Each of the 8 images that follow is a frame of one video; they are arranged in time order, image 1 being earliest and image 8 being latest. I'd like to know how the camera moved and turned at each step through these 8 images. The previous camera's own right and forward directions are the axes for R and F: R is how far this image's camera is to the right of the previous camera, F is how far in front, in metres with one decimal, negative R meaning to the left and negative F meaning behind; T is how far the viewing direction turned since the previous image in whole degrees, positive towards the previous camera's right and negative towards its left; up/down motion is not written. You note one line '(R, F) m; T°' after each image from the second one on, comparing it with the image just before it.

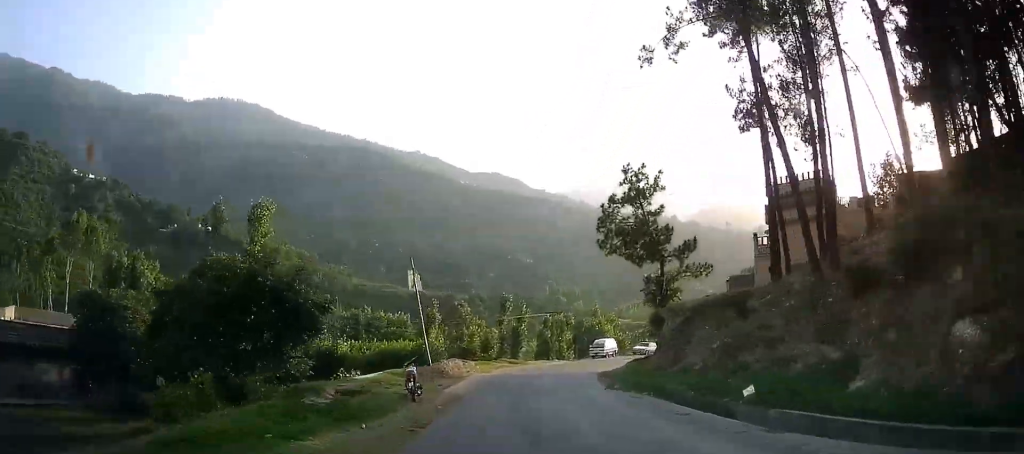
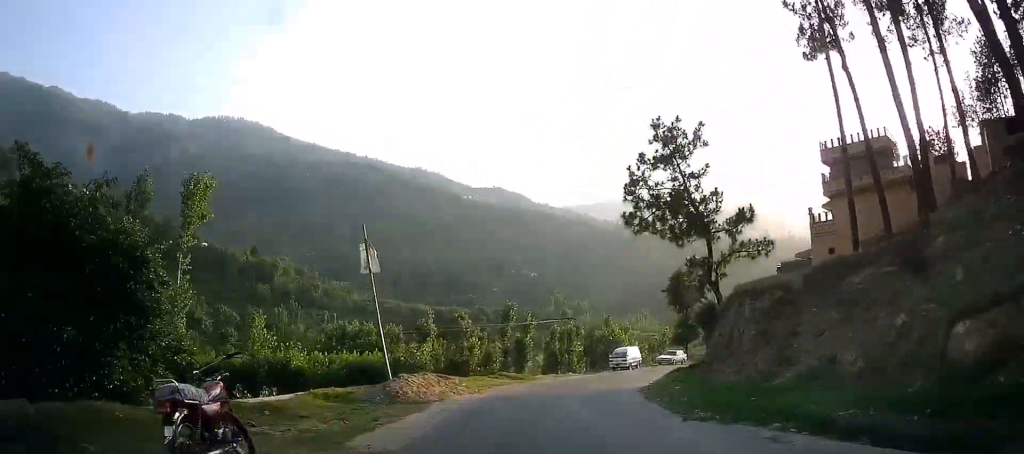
(-0.1, +9.9) m; +1°
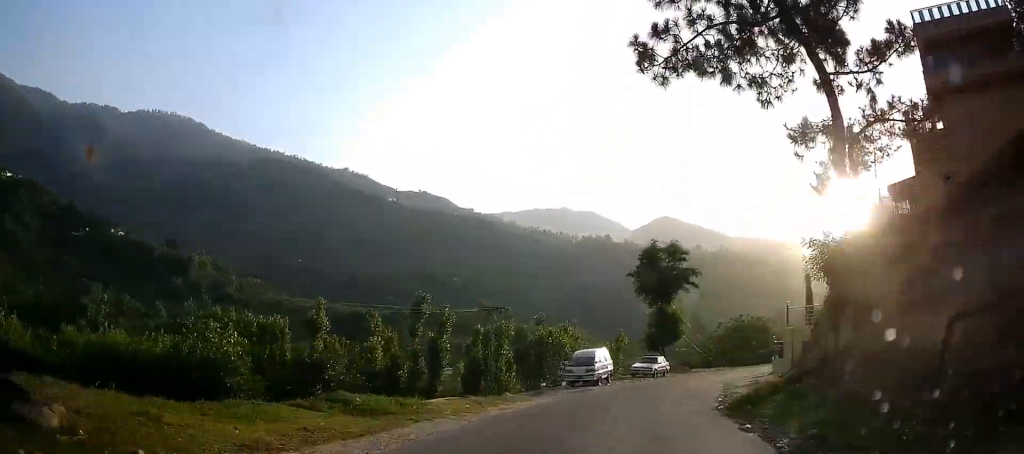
(+0.3, +18.9) m; +1°
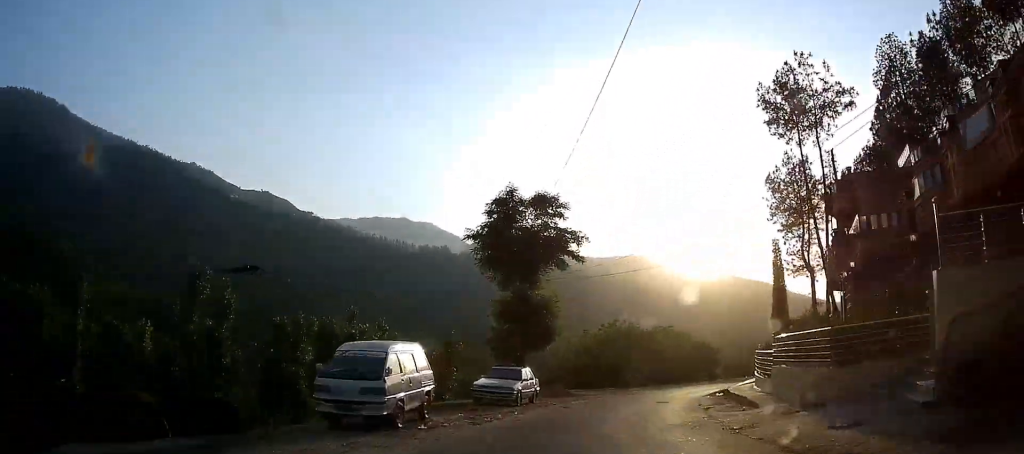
(+0.2, +19.0) m; +8°
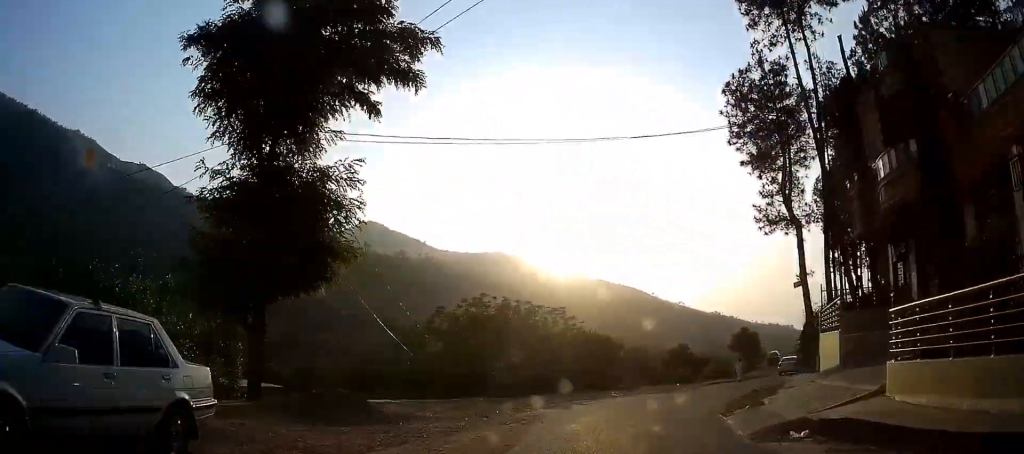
(+2.6, +18.3) m; +16°
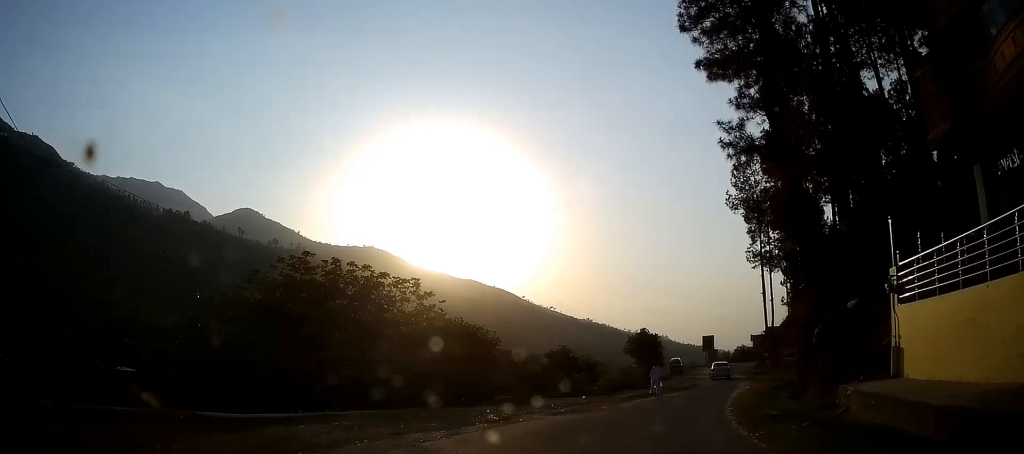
(+1.3, +12.6) m; +12°
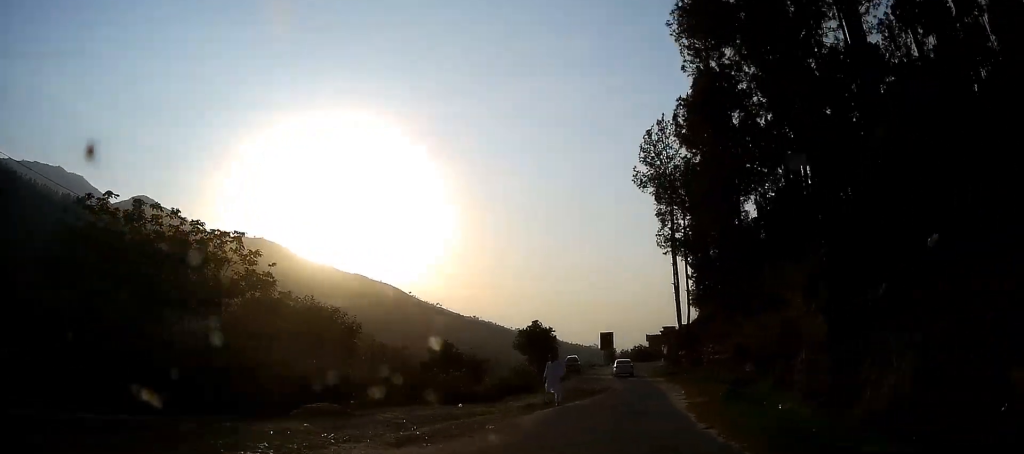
(-0.3, +8.5) m; +8°
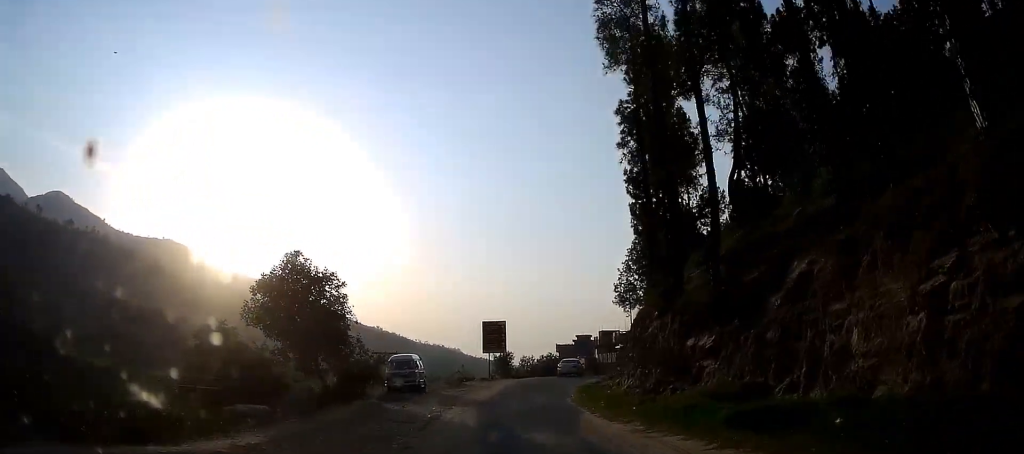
(+8.9, +33.3) m; +17°
